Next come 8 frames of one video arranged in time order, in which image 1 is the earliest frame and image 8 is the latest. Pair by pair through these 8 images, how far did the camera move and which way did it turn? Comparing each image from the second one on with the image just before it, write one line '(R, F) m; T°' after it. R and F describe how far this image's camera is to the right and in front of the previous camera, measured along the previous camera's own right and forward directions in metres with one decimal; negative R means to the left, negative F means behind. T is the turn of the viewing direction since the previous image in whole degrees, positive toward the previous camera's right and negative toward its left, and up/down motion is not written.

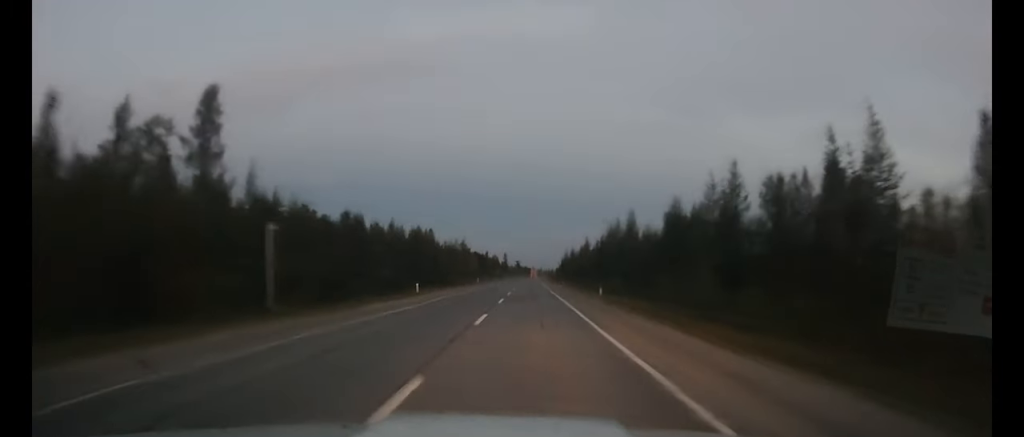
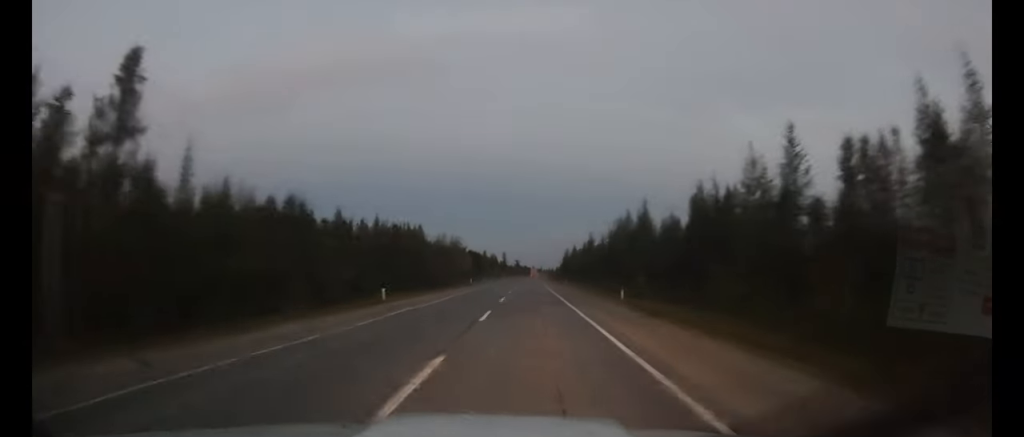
(0.0, +10.1) m; 0°
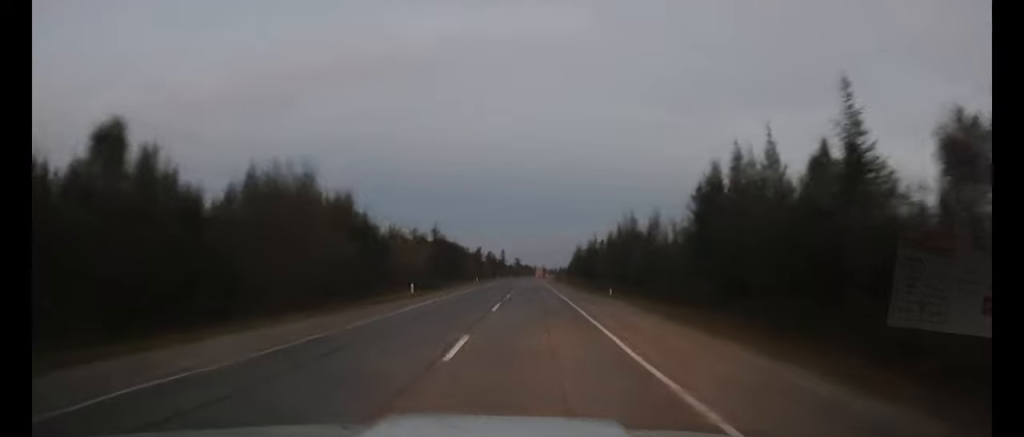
(0.0, +42.6) m; 0°
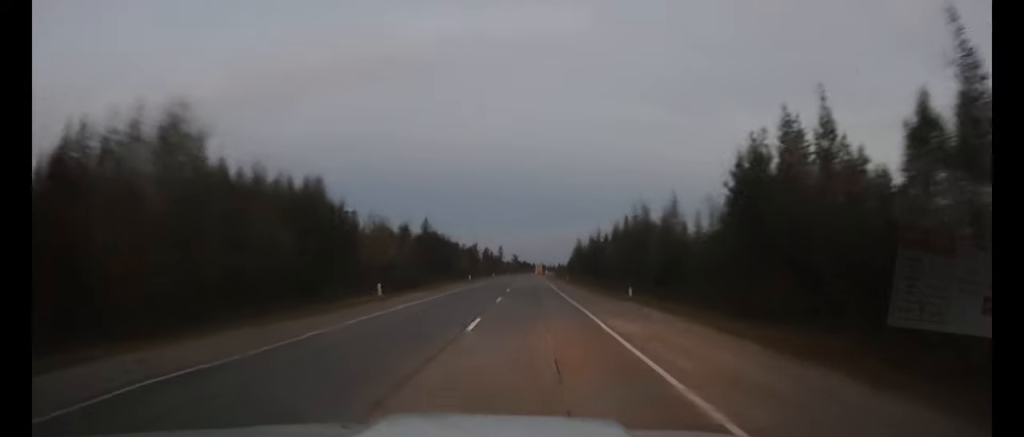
(0.0, +8.5) m; 0°
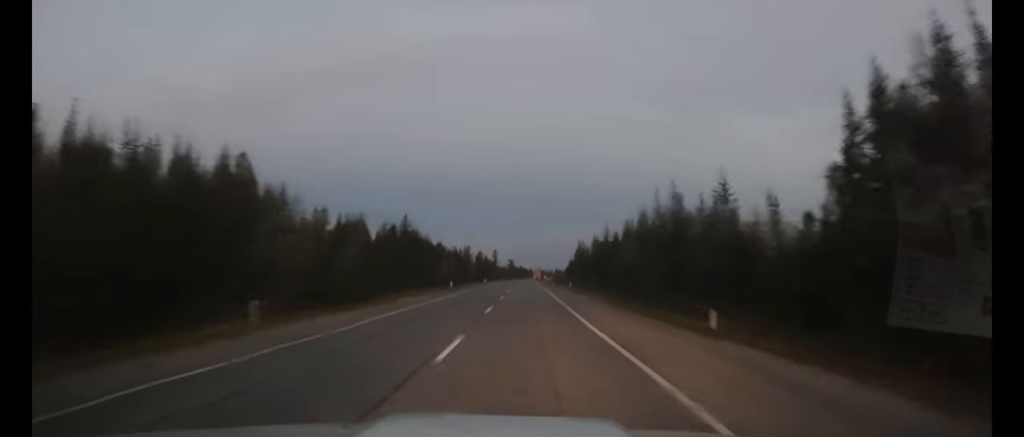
(0.0, +14.9) m; 0°
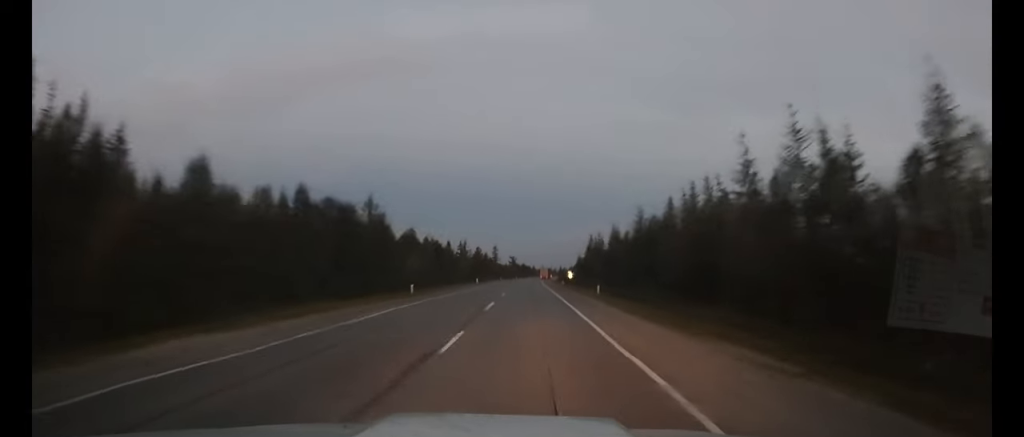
(+0.1, +23.1) m; 0°
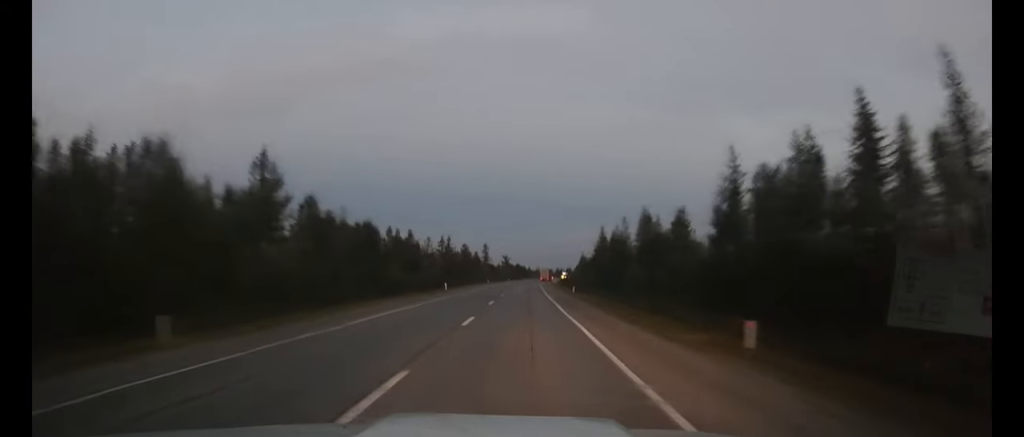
(-0.1, +29.6) m; 0°
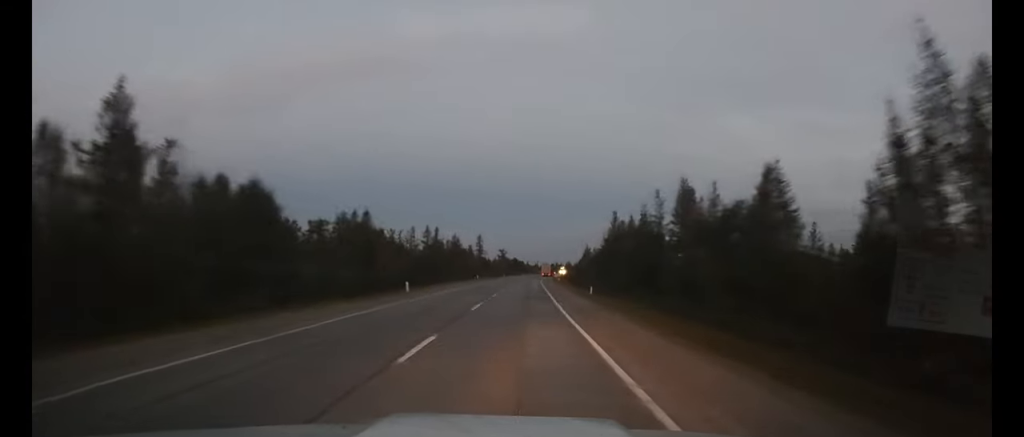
(0.0, +18.8) m; 0°
